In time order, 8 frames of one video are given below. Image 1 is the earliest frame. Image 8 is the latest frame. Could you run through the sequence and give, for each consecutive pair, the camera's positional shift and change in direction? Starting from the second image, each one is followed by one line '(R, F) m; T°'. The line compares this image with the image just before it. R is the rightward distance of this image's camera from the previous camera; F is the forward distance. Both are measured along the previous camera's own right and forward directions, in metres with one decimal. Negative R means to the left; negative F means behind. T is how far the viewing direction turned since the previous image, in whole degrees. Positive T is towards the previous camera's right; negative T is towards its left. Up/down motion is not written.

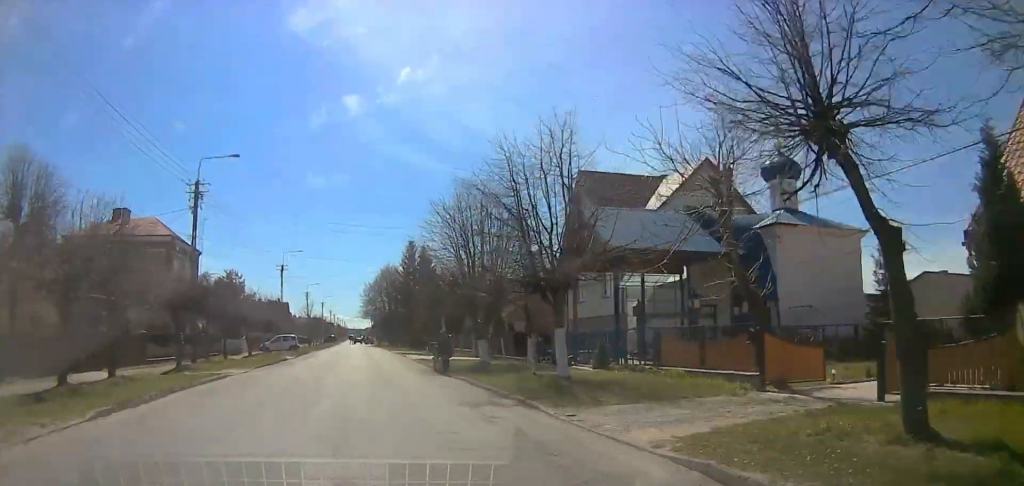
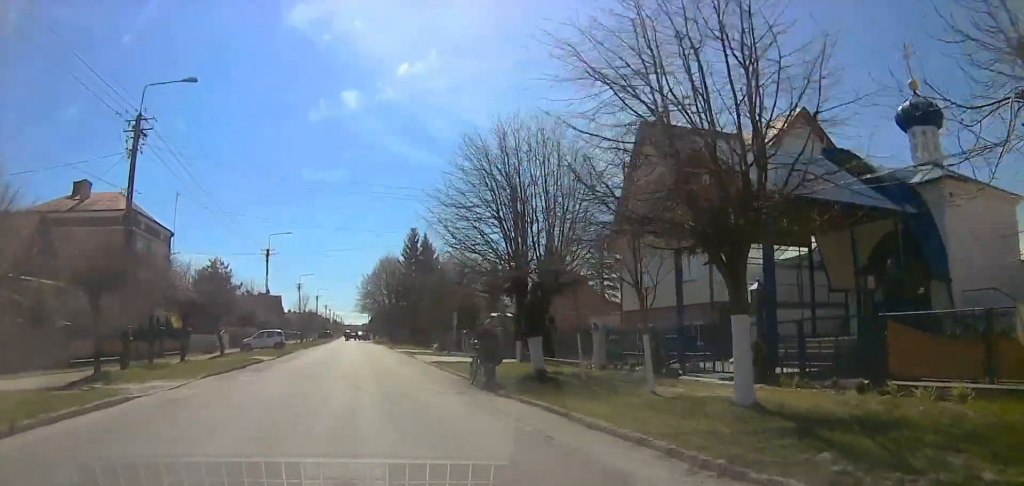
(+0.3, +8.9) m; -3°
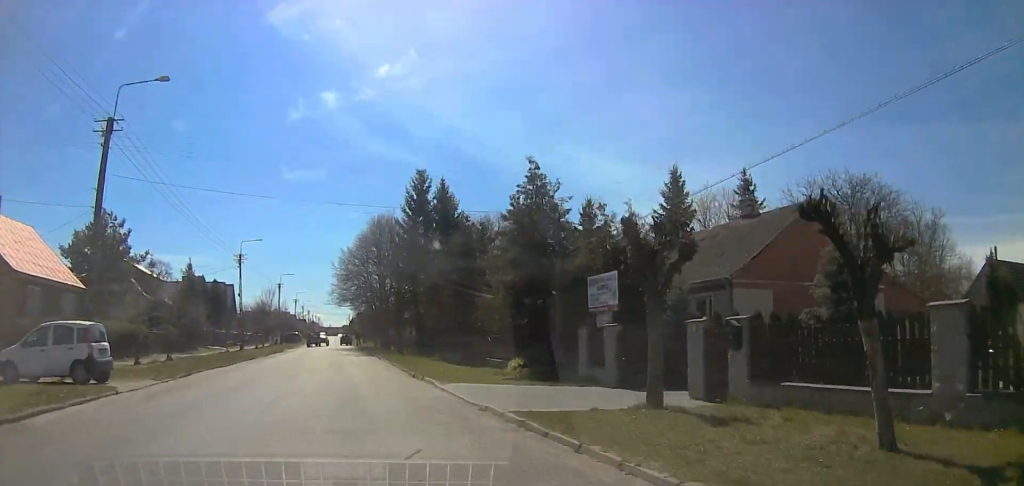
(+0.6, +34.9) m; +2°
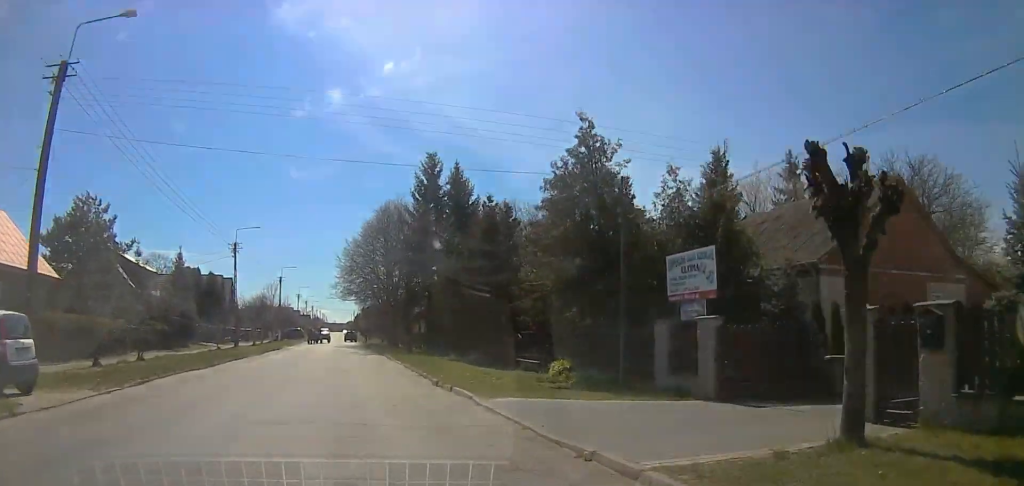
(-0.4, +4.9) m; 0°
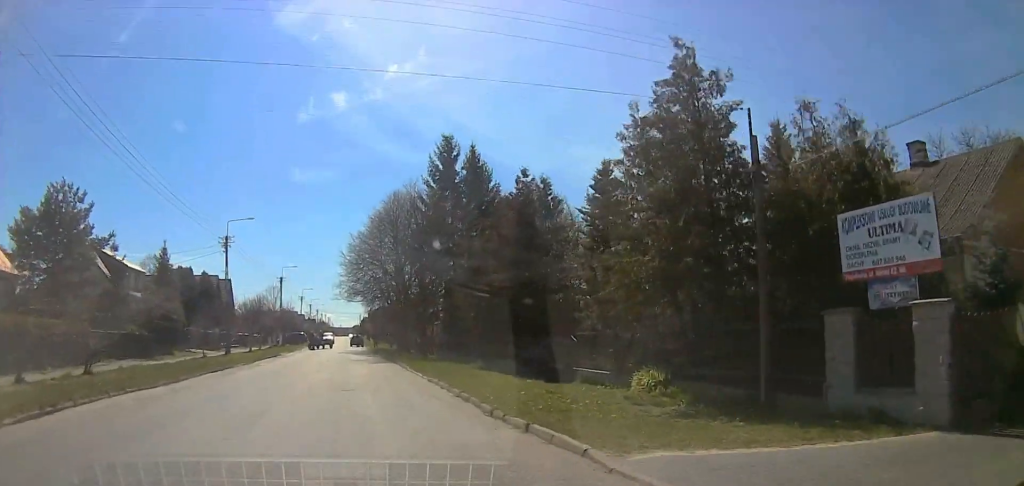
(-0.1, +5.7) m; 0°
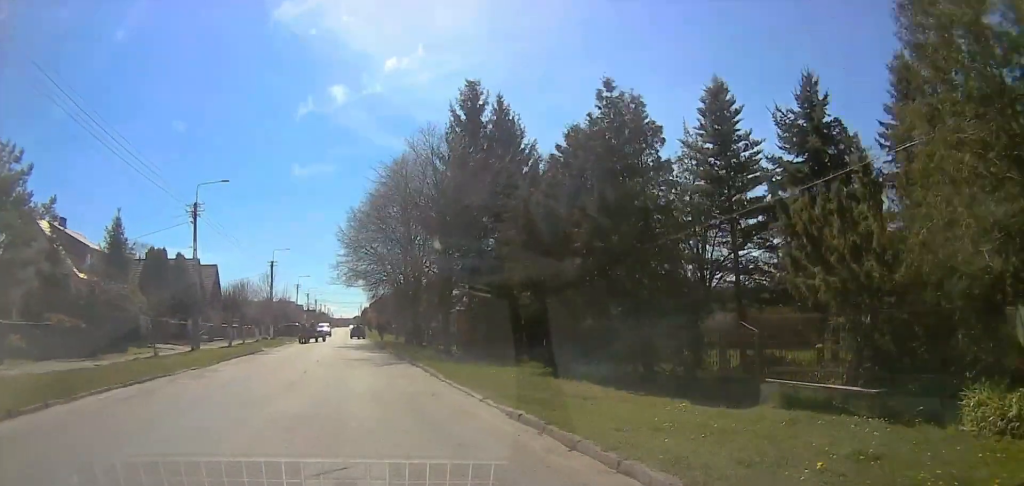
(+0.5, +9.2) m; 0°
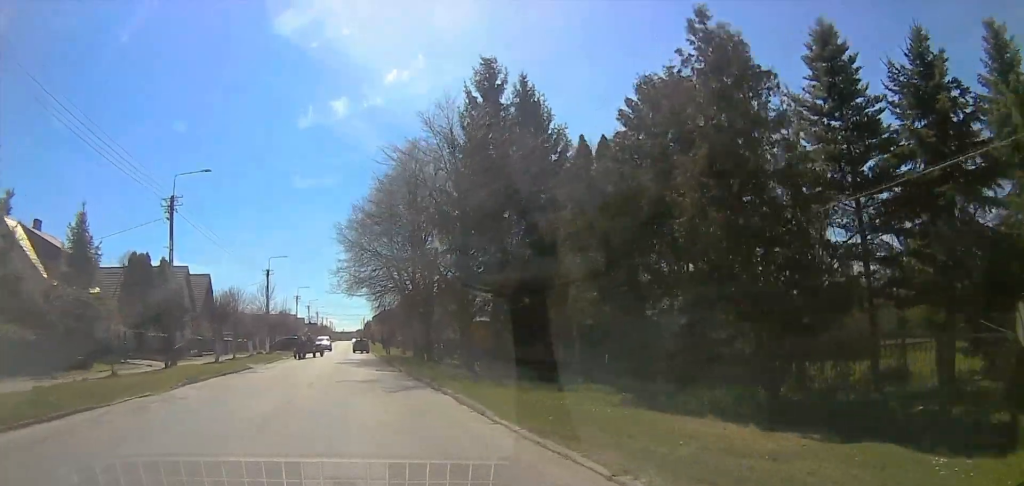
(-0.7, +5.5) m; +3°
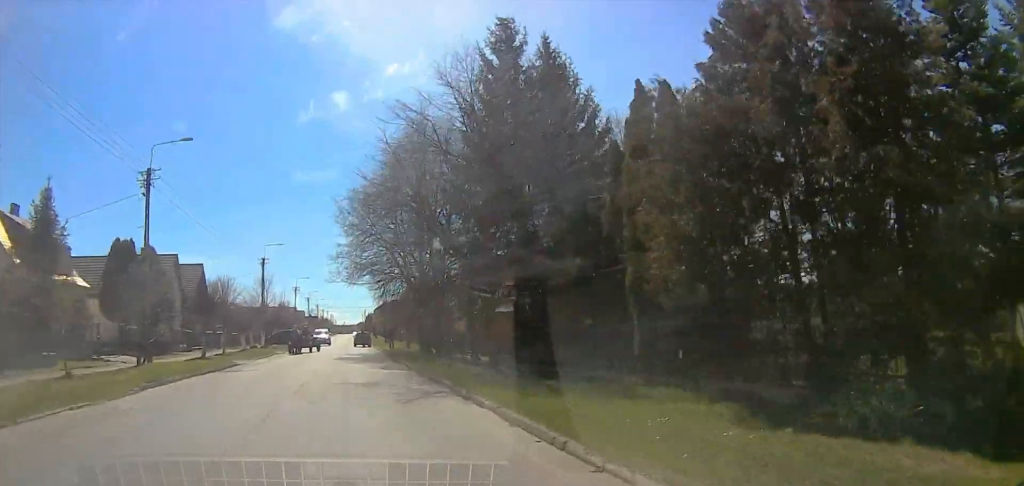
(-0.2, +3.6) m; +1°
